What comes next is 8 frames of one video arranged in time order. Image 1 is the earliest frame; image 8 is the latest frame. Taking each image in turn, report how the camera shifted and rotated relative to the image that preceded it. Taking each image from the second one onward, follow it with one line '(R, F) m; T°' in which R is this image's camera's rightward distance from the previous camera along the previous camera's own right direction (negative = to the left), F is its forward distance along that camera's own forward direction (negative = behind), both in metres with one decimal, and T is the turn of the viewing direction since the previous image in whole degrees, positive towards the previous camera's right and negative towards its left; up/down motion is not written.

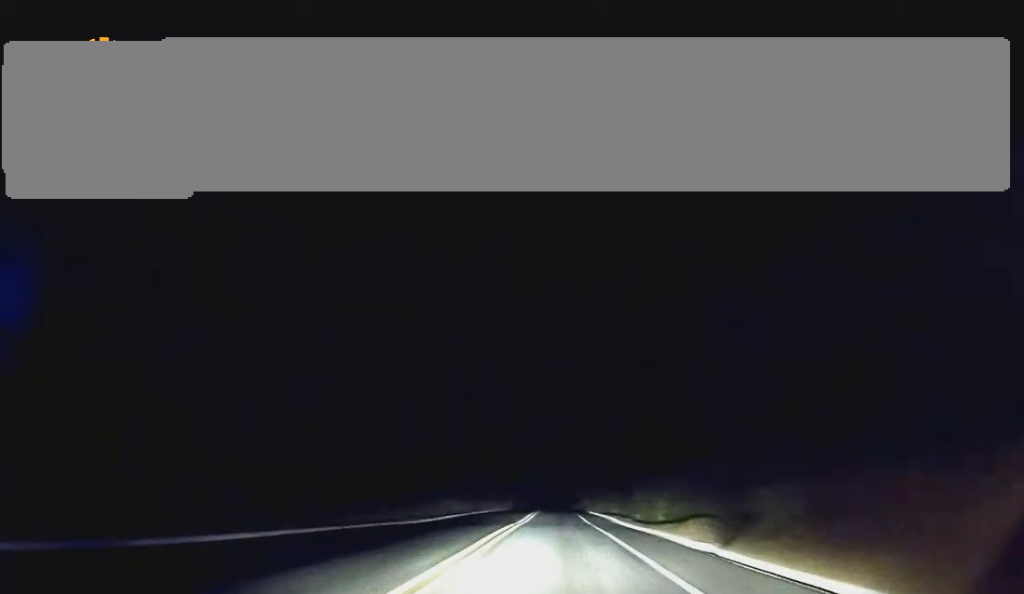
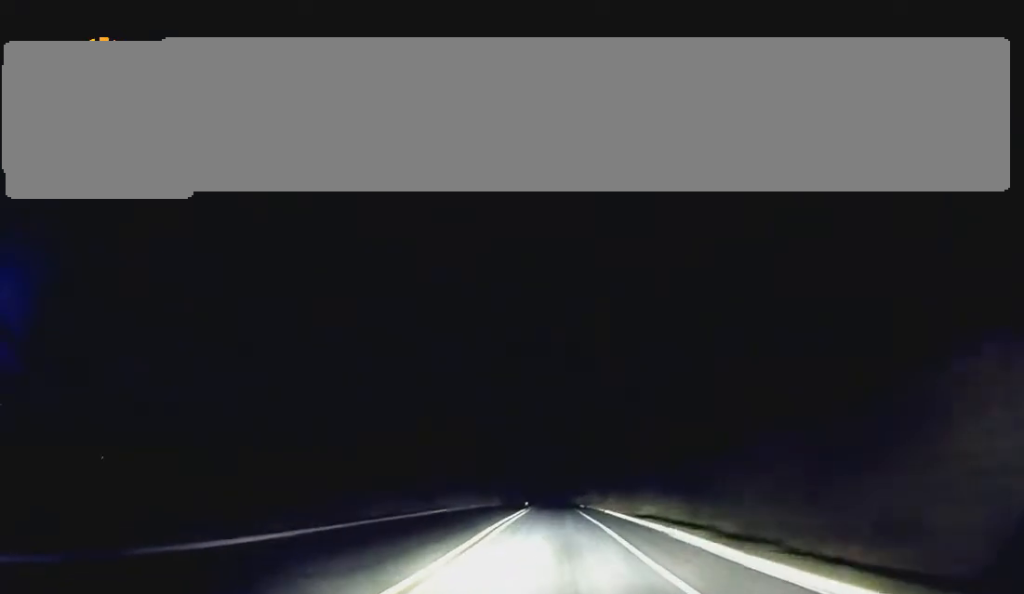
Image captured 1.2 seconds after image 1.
(0.0, +34.6) m; 0°
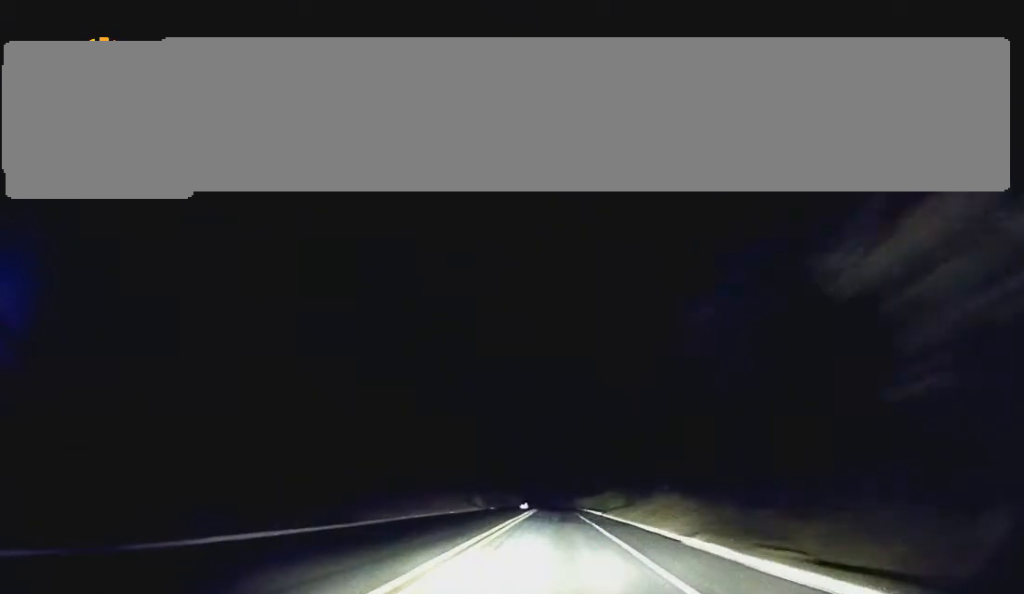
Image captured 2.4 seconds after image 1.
(0.0, +36.7) m; 0°
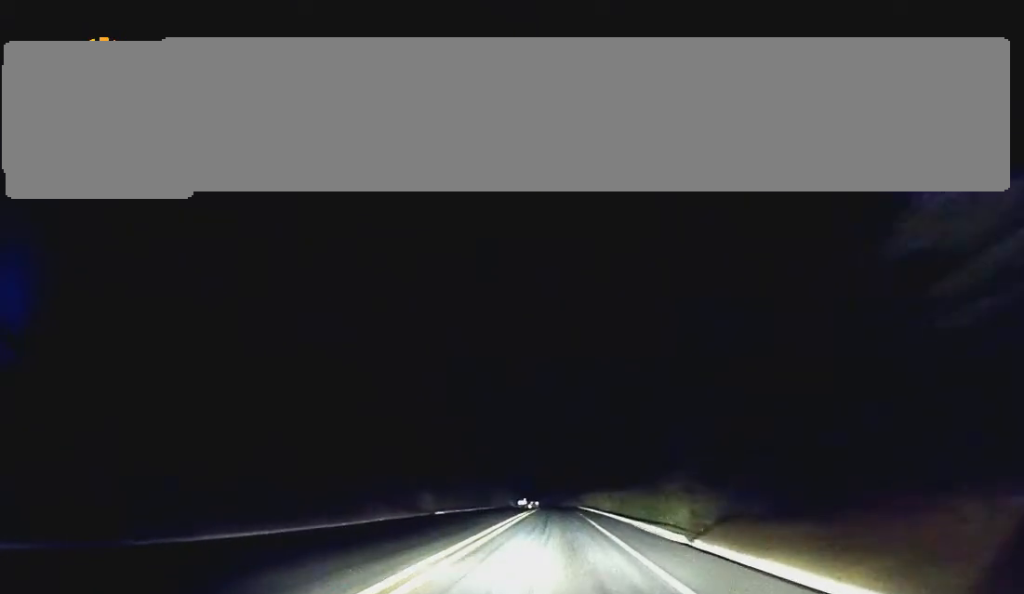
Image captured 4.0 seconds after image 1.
(0.0, +46.5) m; 0°
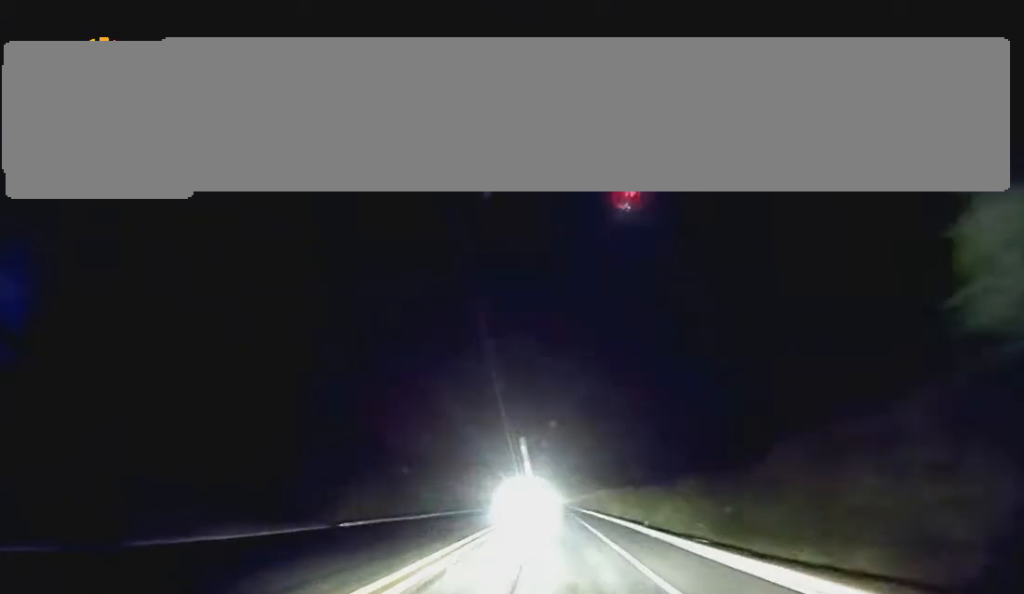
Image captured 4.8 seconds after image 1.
(0.0, +23.5) m; 0°
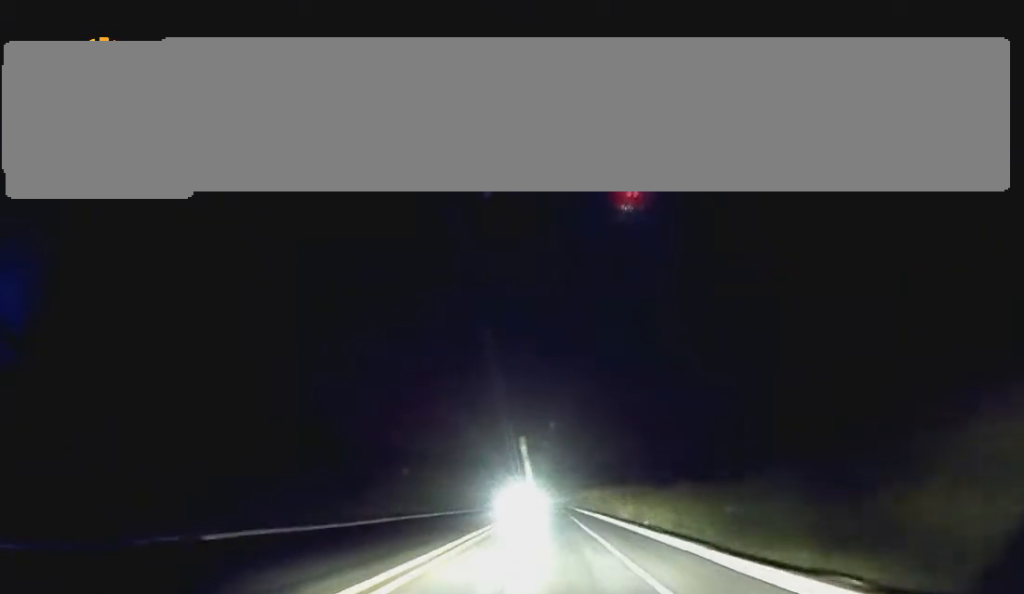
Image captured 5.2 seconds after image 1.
(0.0, +12.7) m; 0°
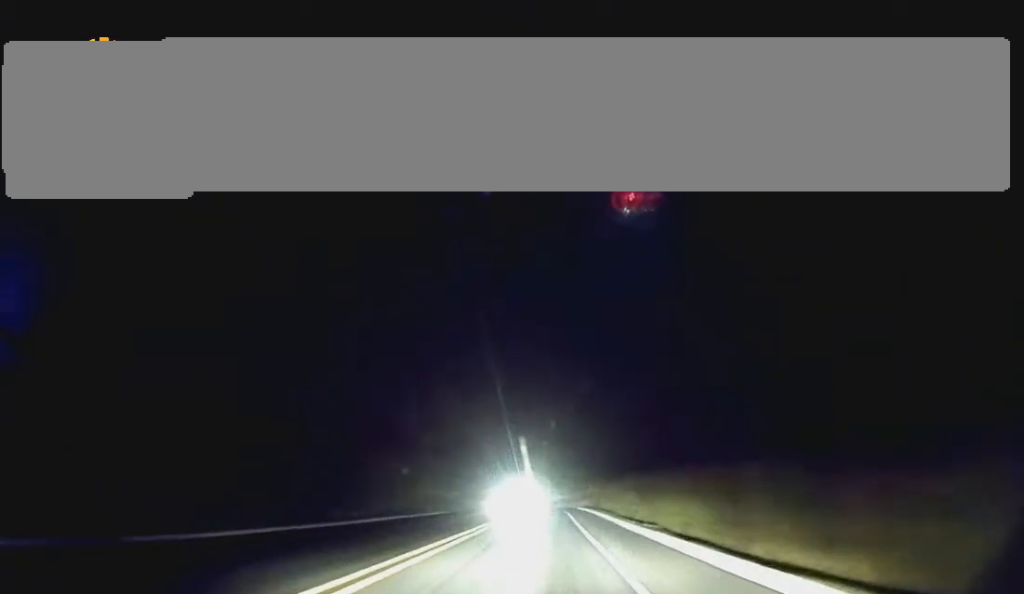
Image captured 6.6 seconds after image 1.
(0.0, +40.0) m; 0°
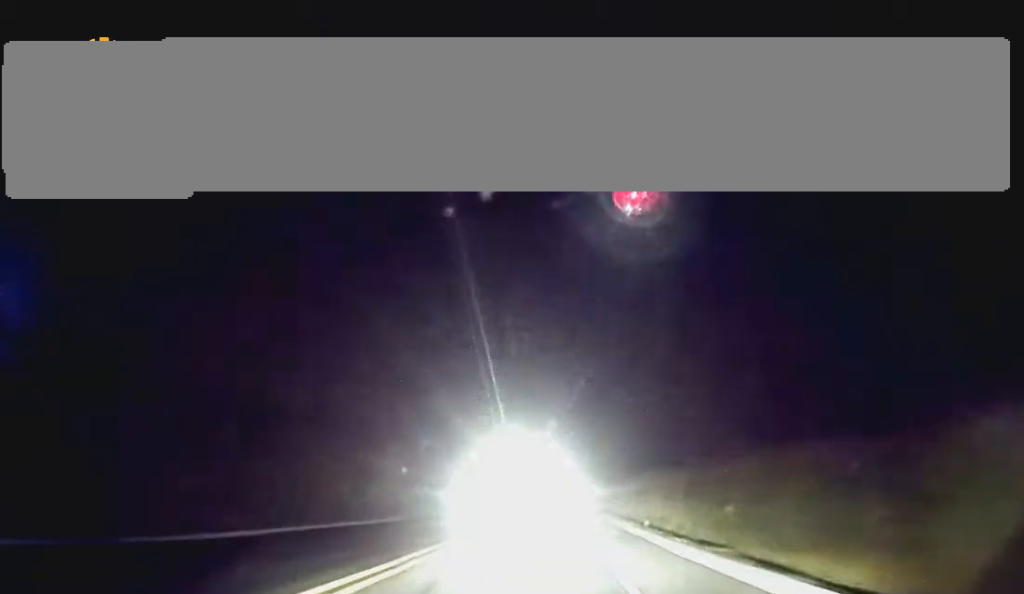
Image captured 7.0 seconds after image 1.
(0.0, +13.7) m; 0°
